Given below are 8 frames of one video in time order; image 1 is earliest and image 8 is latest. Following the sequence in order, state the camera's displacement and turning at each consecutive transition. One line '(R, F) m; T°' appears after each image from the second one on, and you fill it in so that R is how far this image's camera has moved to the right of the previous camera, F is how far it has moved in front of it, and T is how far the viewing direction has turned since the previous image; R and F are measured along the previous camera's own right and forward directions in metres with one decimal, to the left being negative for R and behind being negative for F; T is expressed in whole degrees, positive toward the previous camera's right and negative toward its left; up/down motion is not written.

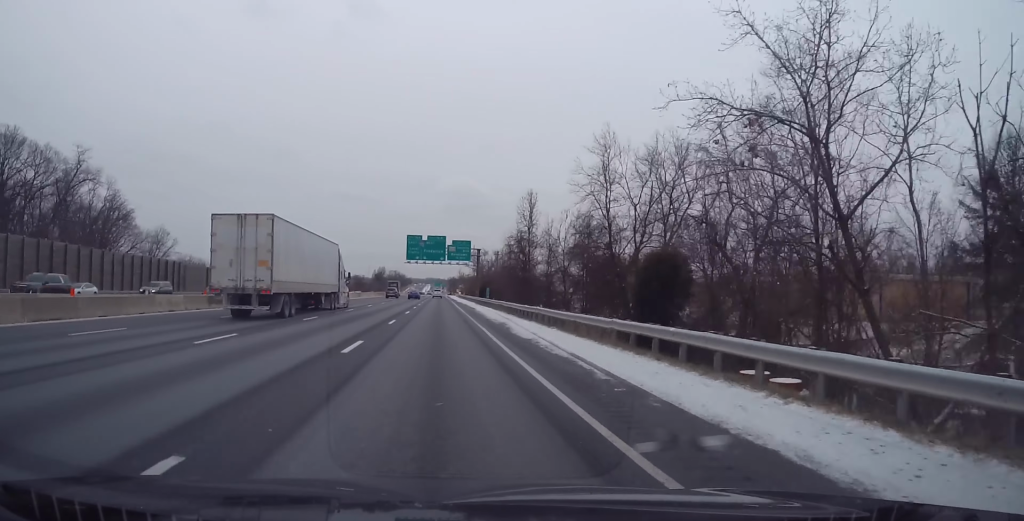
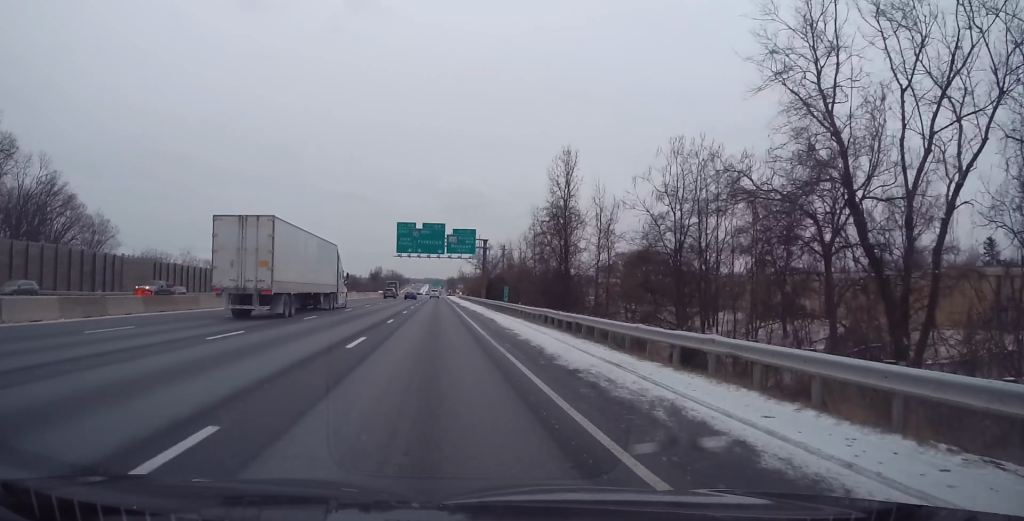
(0.0, +22.6) m; 0°
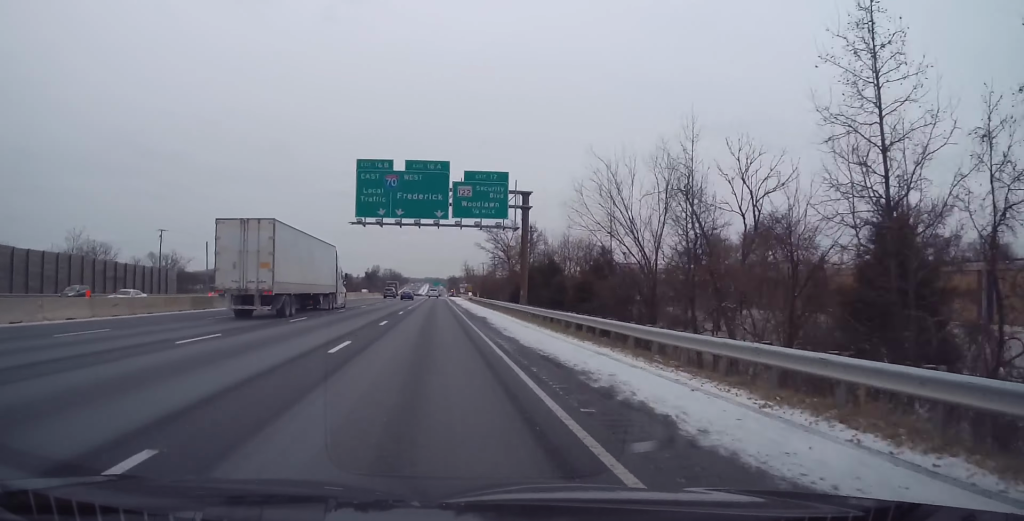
(+0.3, +48.8) m; 0°
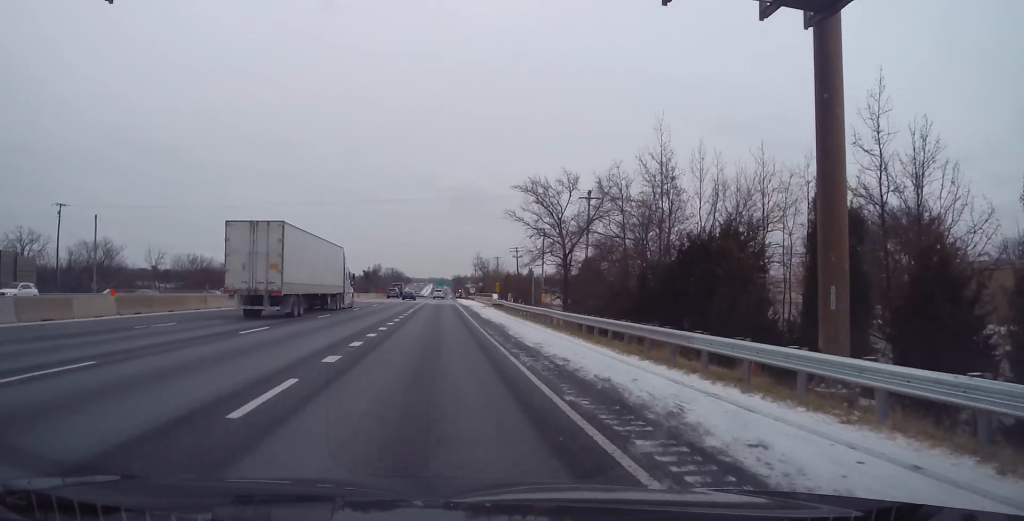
(-0.2, +42.5) m; -1°
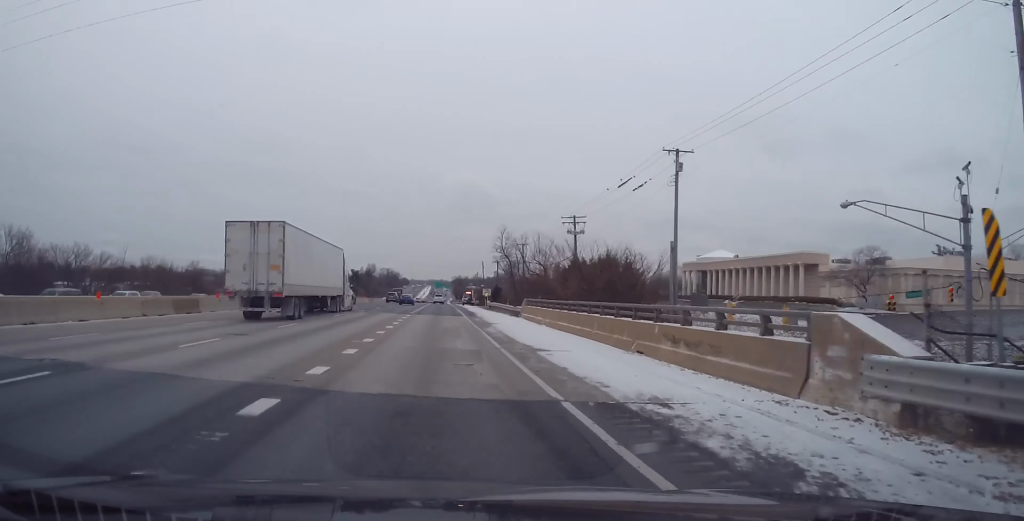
(-0.3, +60.3) m; 0°
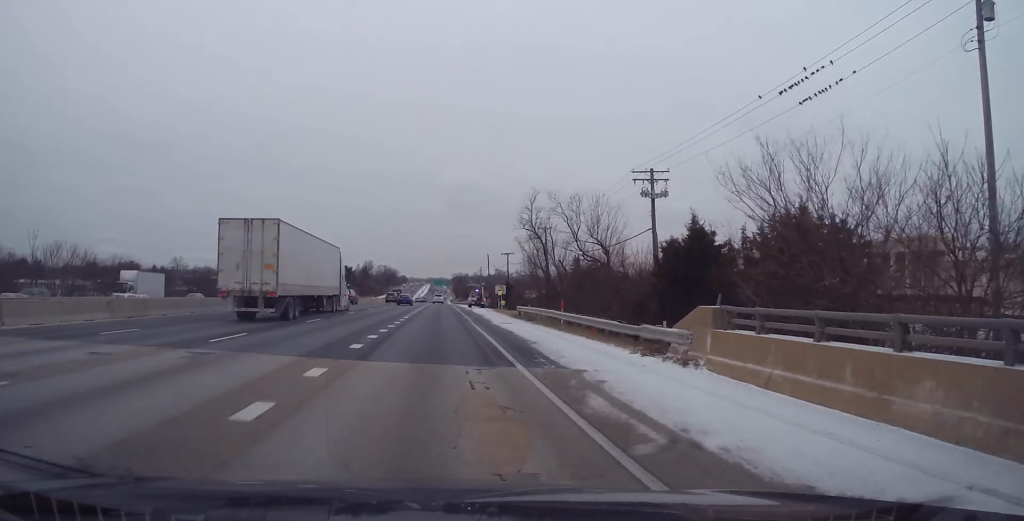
(+0.1, +28.4) m; 0°
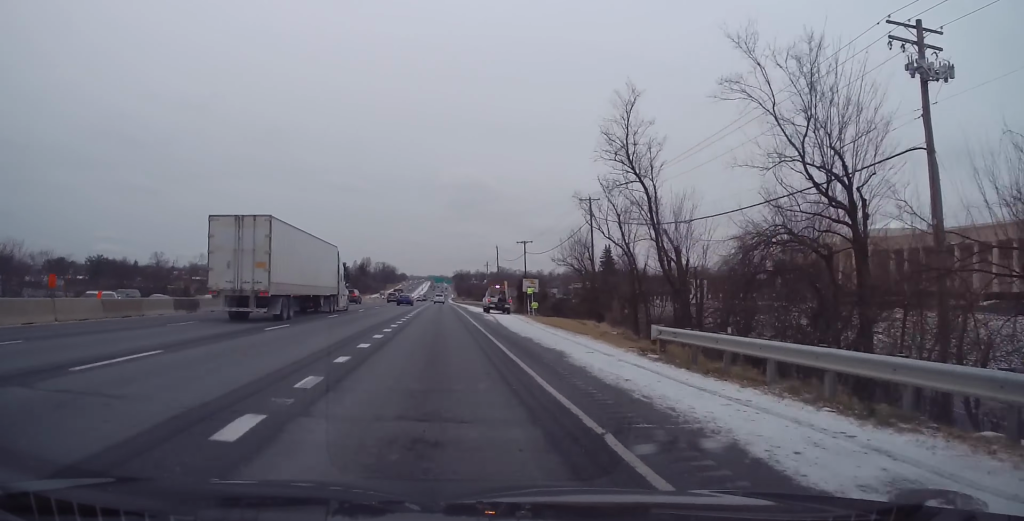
(+0.1, +30.4) m; 0°
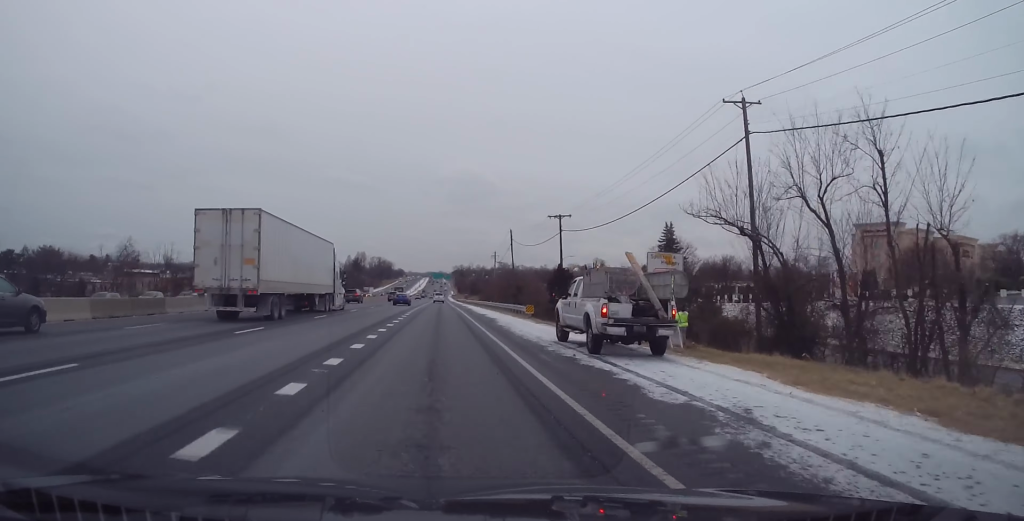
(0.0, +37.2) m; 0°
